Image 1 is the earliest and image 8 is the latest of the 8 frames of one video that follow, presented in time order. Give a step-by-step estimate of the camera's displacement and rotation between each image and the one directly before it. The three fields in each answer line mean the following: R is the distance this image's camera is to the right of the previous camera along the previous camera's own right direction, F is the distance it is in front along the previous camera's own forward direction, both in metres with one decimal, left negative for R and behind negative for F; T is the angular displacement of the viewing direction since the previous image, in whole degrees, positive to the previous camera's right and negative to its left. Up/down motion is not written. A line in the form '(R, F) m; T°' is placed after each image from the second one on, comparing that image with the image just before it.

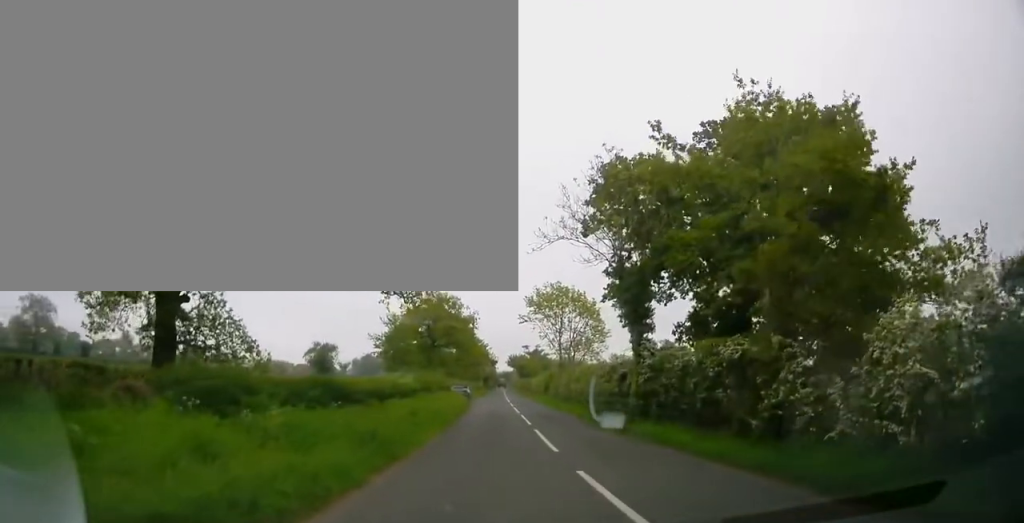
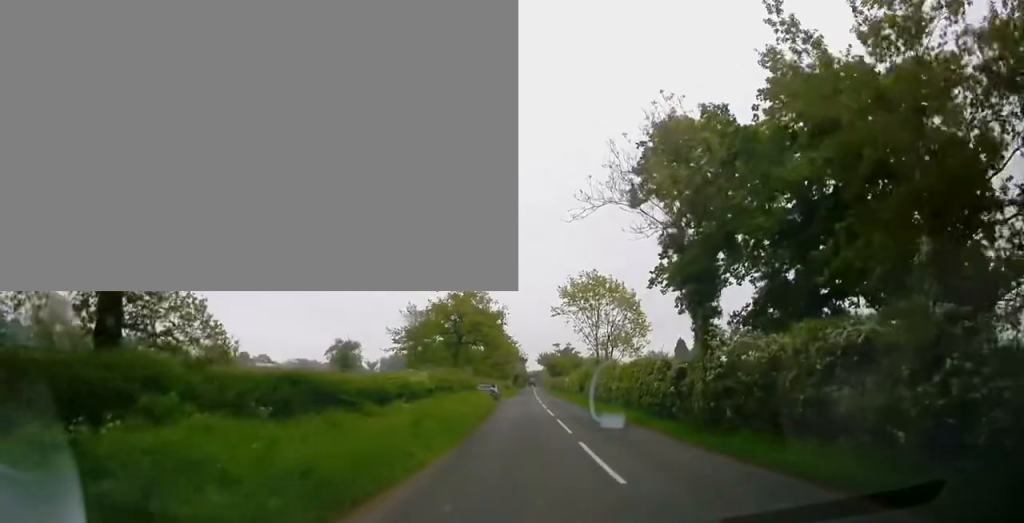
(0.0, +4.1) m; +2°
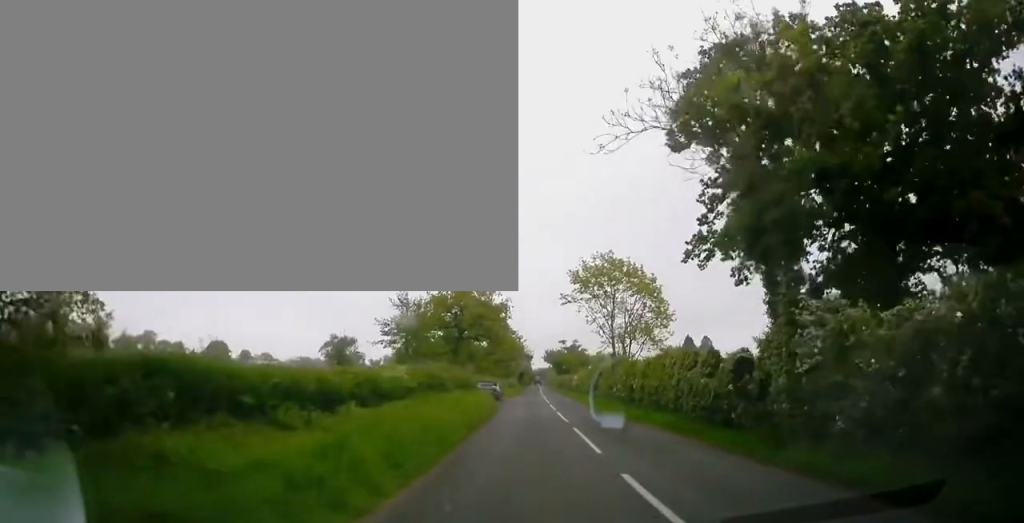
(+0.2, +5.0) m; +3°
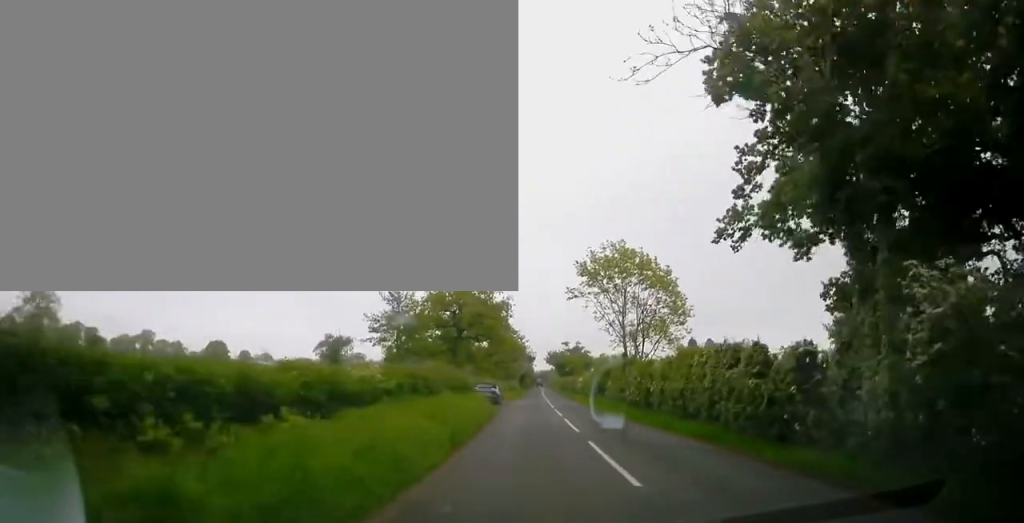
(0.0, +3.3) m; 0°
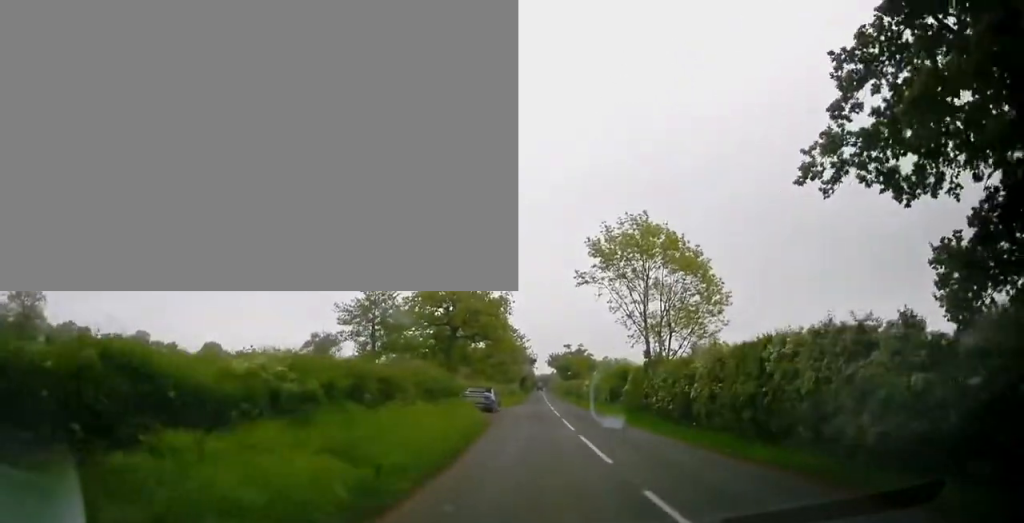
(0.0, +5.8) m; -4°
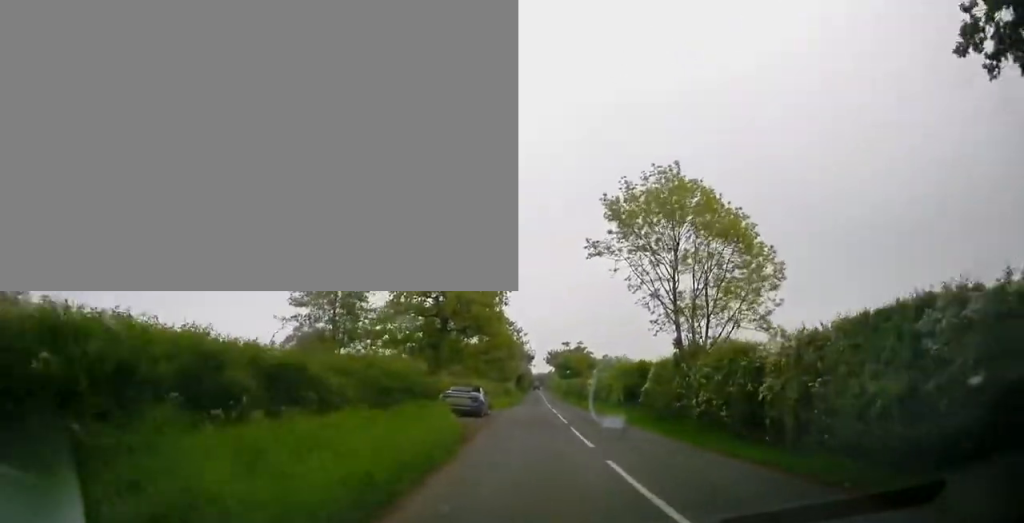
(-0.3, +5.8) m; -2°
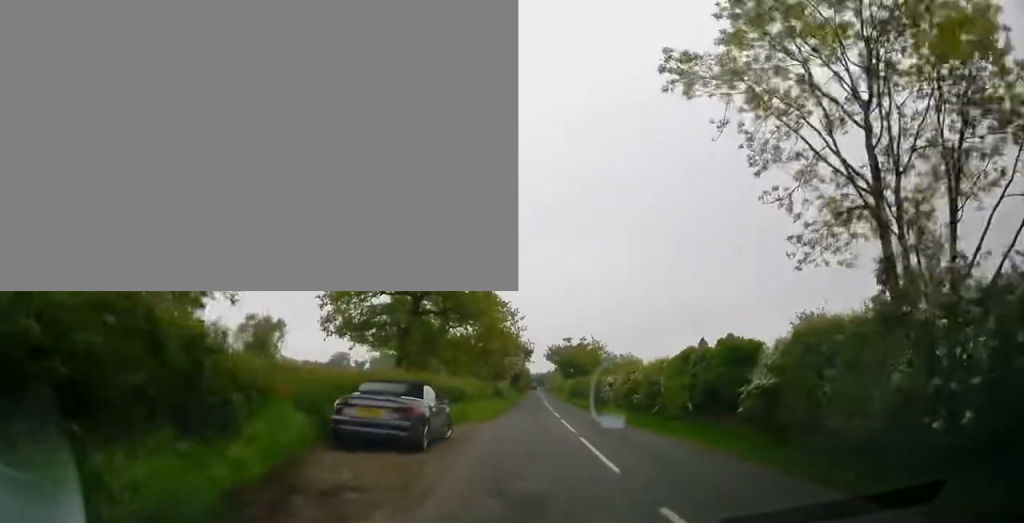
(+0.3, +13.3) m; +1°
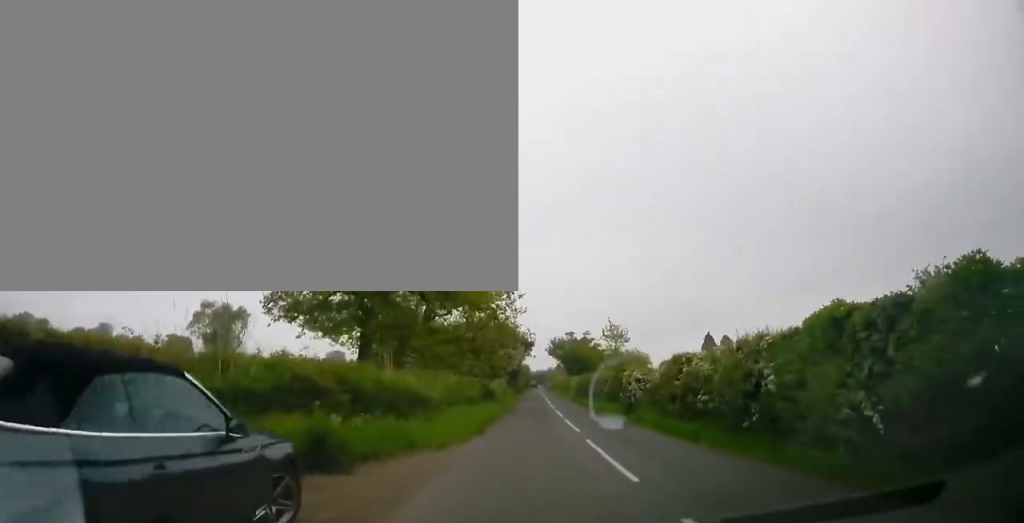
(-0.2, +9.7) m; -1°
